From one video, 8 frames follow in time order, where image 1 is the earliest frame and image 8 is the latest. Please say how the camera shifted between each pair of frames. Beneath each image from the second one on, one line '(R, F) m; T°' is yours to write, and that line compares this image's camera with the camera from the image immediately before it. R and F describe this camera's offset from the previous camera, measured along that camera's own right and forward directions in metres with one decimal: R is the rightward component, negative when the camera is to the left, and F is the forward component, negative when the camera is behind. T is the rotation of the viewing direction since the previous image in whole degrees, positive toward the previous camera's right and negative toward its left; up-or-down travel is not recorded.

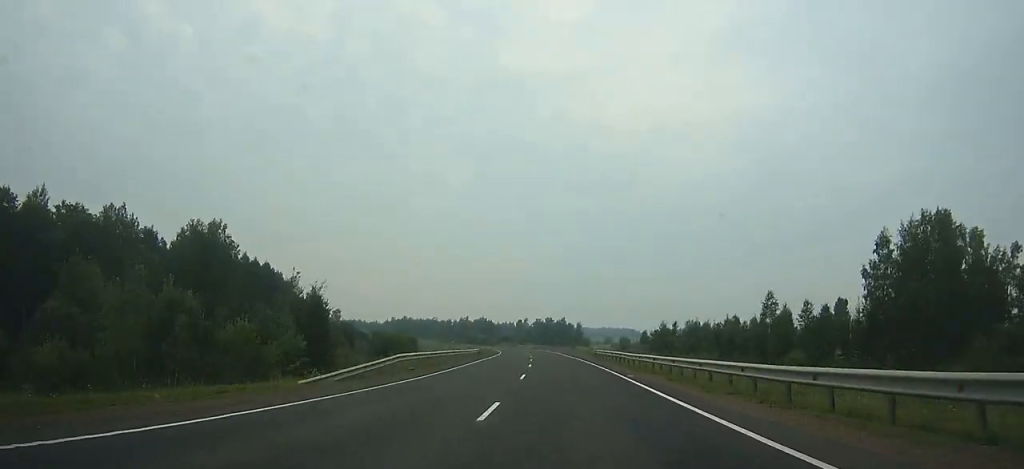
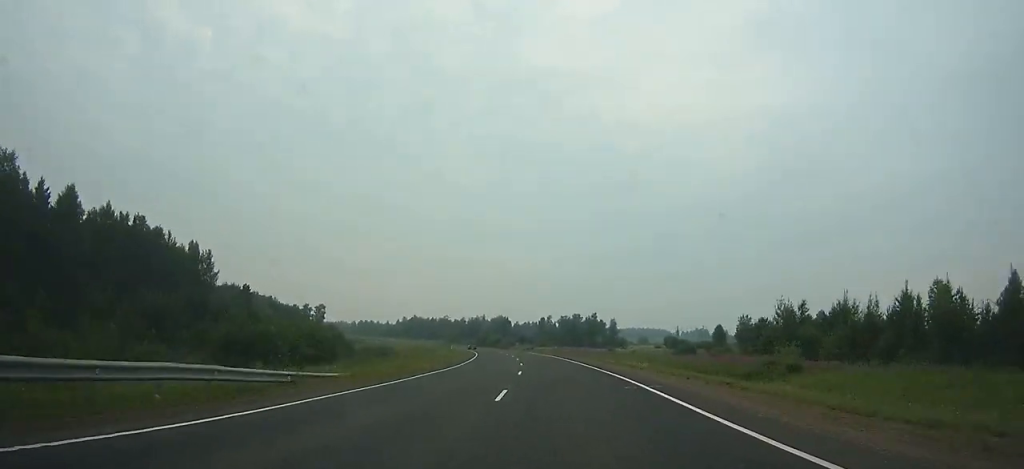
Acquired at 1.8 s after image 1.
(-2.4, +56.2) m; -5°
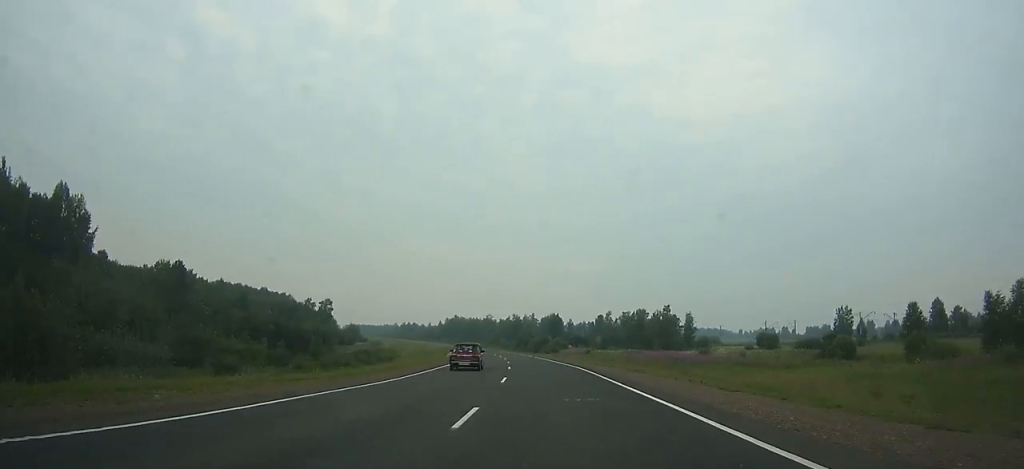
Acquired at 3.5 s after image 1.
(-0.1, +52.4) m; -5°
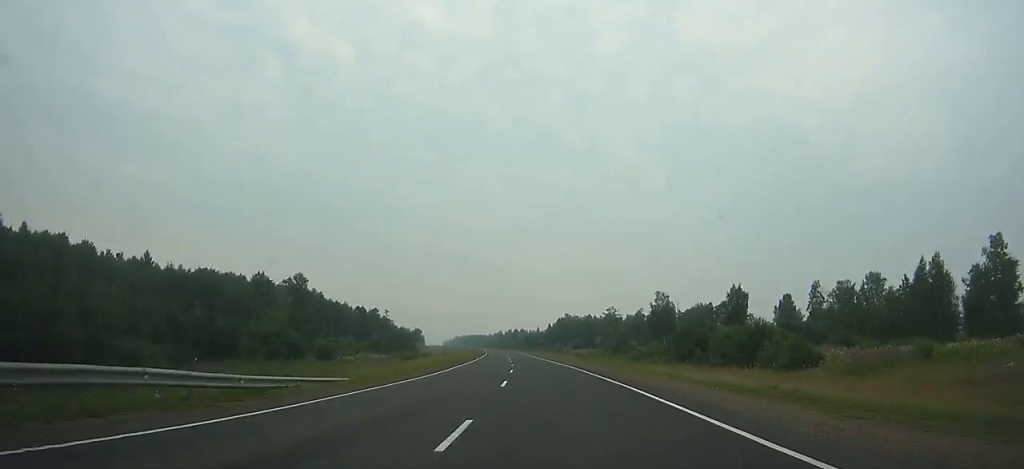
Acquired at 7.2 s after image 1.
(-13.1, +106.8) m; -12°
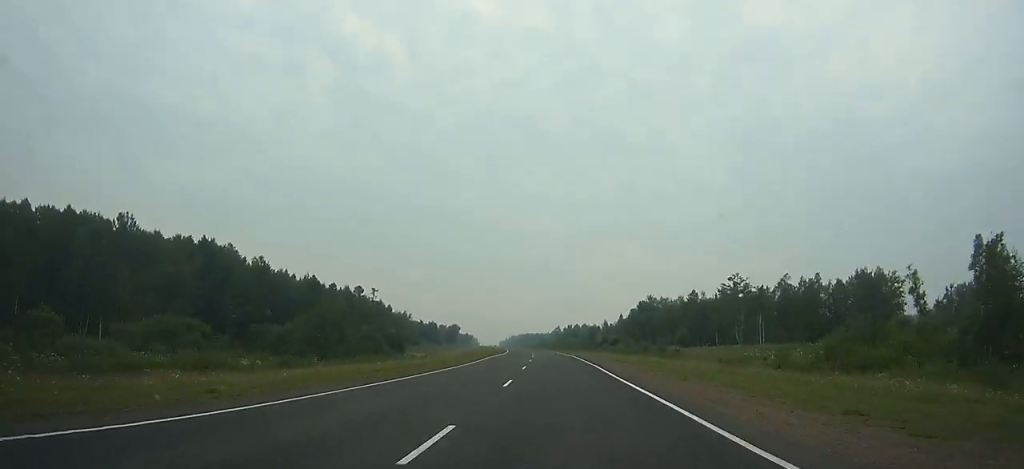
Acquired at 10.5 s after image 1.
(-7.2, +92.6) m; -7°
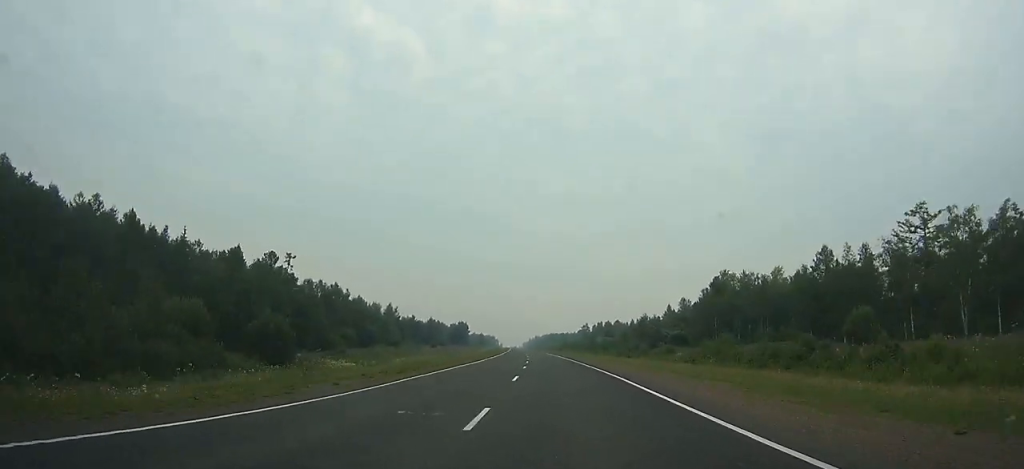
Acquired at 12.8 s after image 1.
(-1.8, +65.5) m; -3°
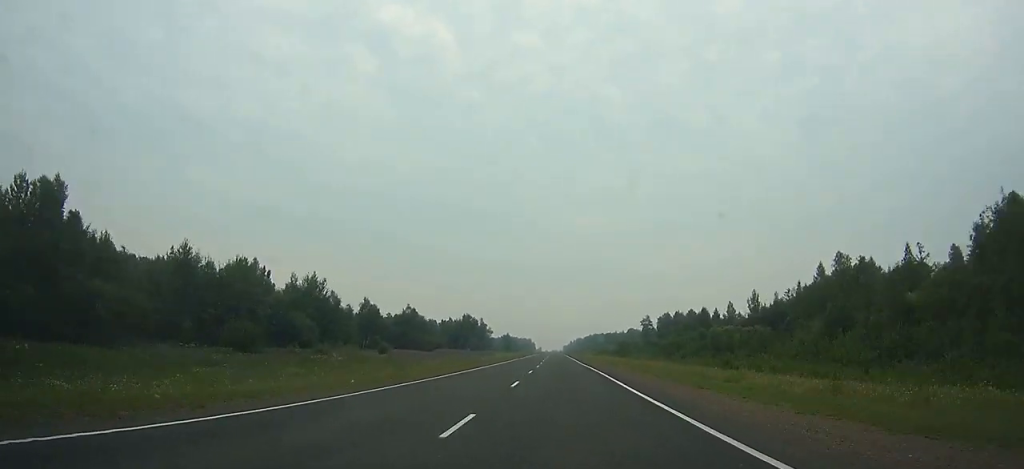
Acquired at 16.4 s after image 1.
(-2.9, +108.4) m; -3°
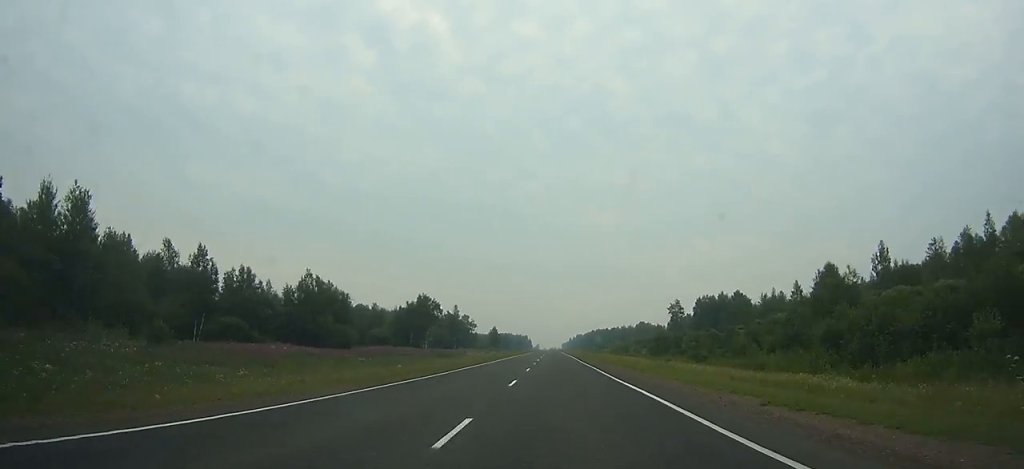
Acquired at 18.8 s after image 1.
(-1.0, +72.9) m; -1°
